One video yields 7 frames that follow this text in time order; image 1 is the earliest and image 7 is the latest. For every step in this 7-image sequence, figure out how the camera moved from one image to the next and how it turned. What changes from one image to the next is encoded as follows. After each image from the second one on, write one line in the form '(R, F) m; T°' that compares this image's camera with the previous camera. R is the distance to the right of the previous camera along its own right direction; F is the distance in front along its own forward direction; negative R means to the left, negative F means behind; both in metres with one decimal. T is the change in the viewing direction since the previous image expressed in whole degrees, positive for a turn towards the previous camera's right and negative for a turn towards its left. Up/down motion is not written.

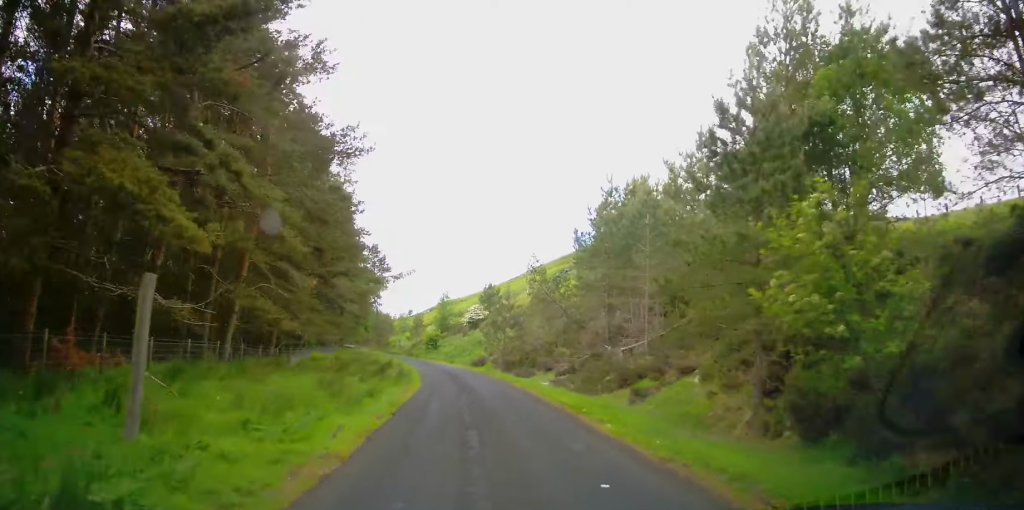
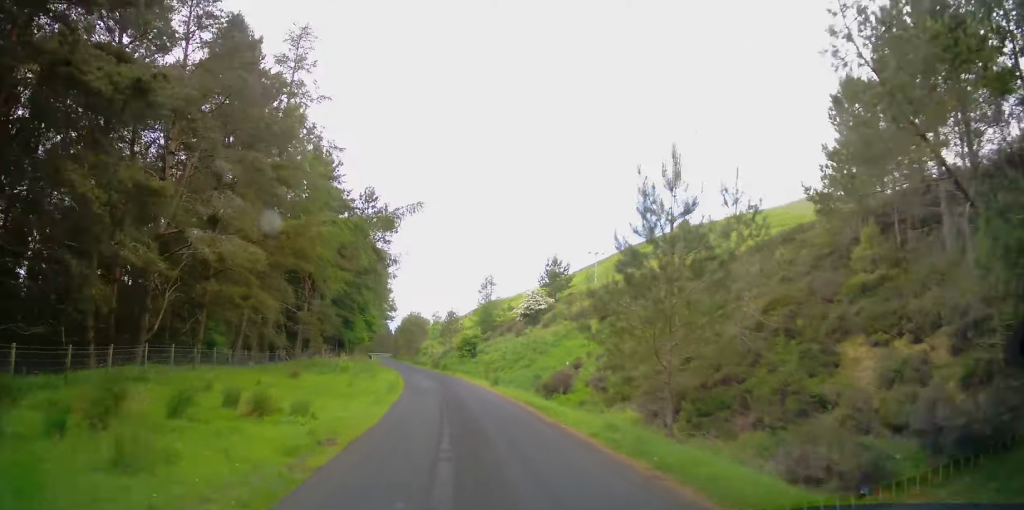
(0.0, +26.8) m; -1°
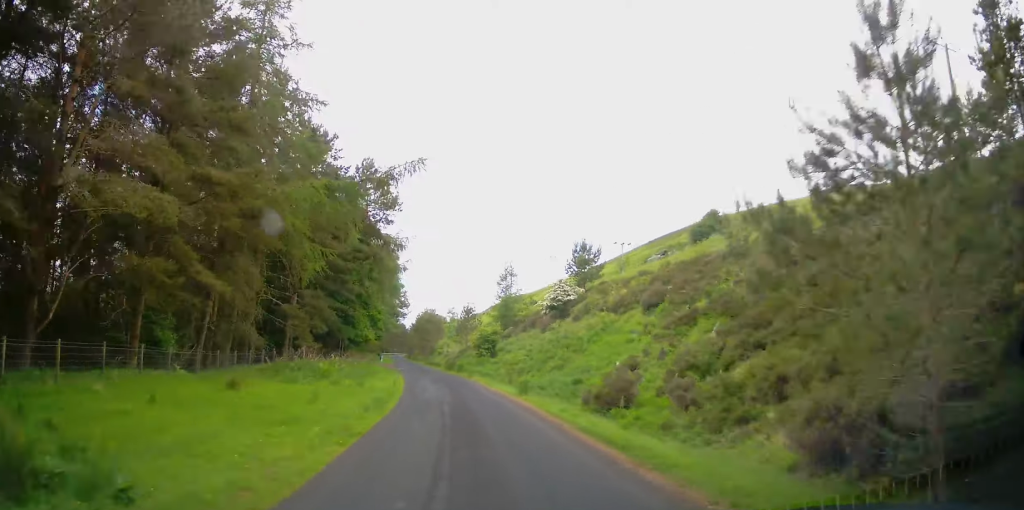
(0.0, +6.3) m; -2°
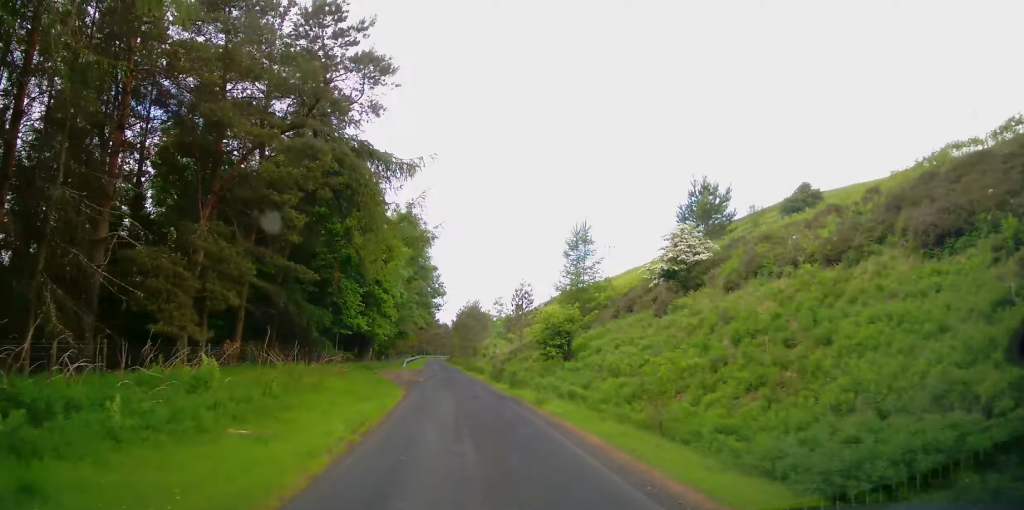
(-0.7, +16.8) m; -6°
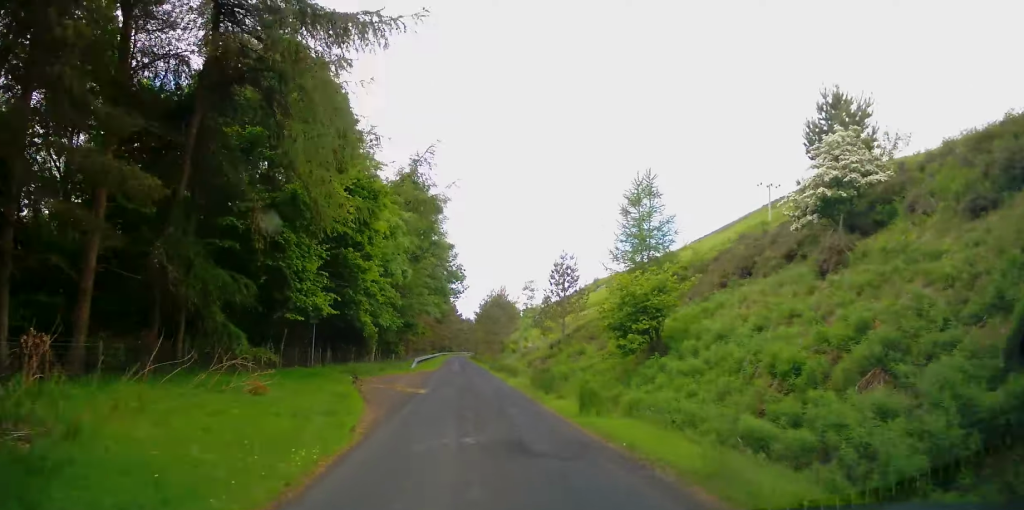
(-0.3, +10.1) m; -3°
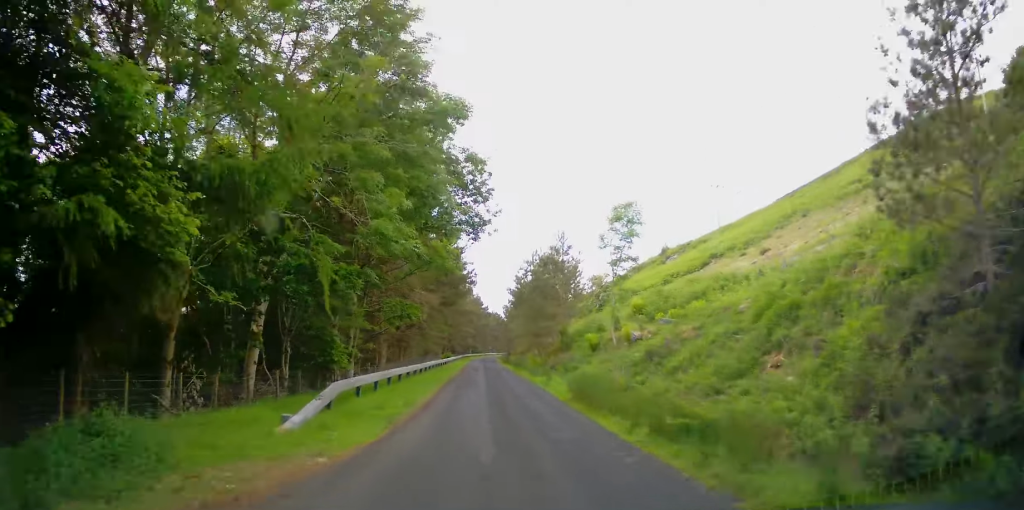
(-0.8, +28.7) m; -2°
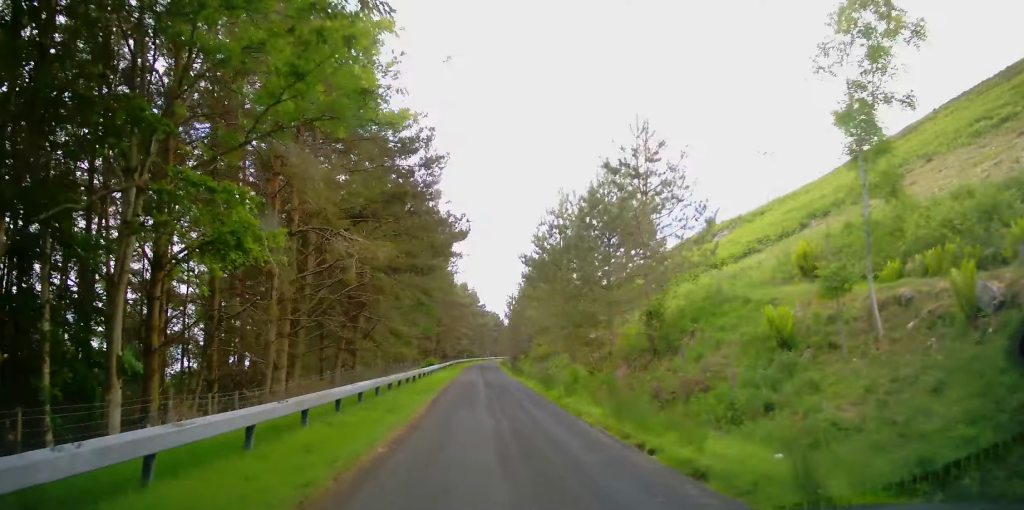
(0.0, +19.3) m; +1°
